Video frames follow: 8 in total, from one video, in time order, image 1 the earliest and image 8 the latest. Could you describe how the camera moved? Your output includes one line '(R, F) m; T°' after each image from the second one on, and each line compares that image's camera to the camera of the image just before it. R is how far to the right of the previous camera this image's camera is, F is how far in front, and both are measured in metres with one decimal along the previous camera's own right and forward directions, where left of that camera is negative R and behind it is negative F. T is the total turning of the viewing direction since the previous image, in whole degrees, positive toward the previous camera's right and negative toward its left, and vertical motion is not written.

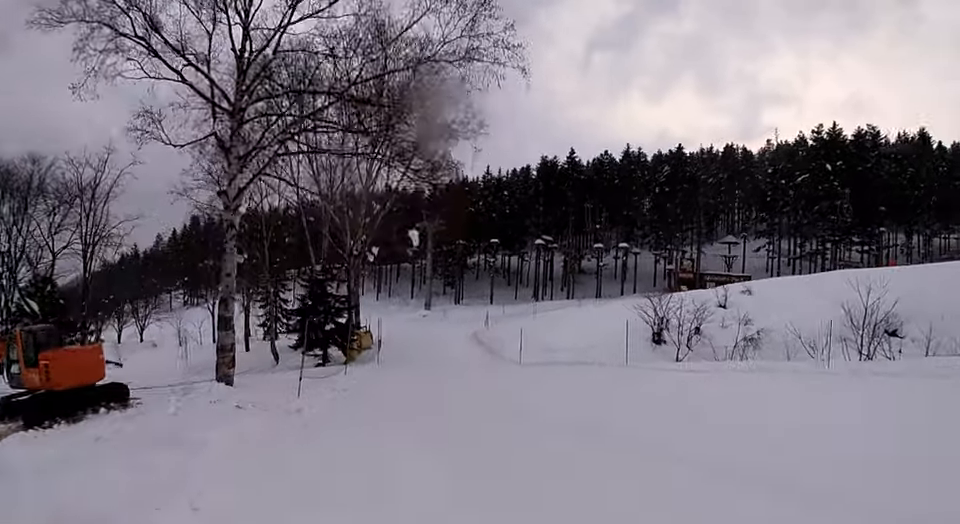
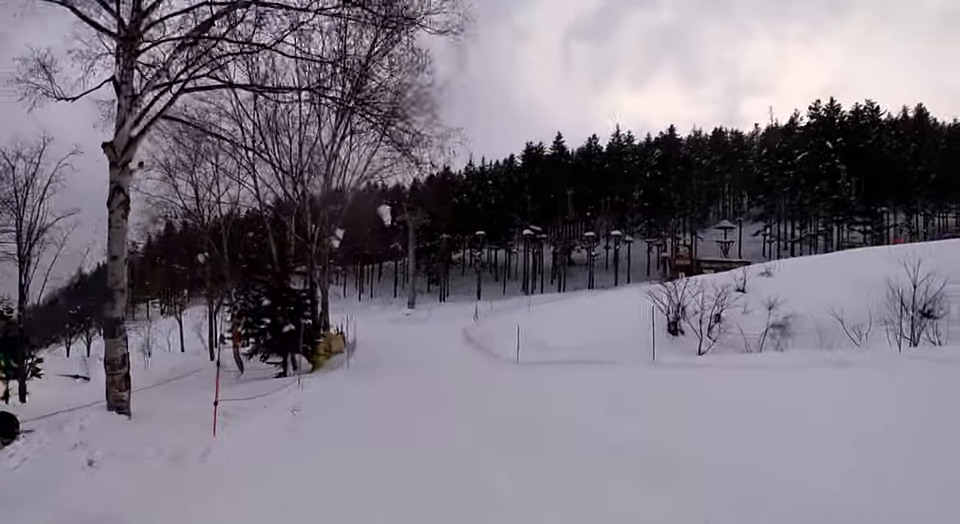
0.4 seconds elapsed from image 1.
(0.0, +3.8) m; 0°
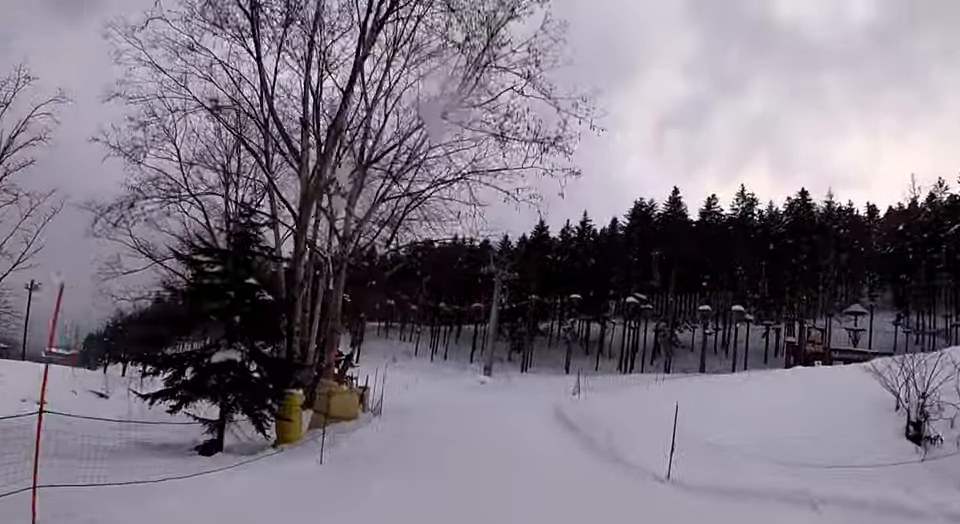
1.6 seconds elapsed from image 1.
(0.0, +10.5) m; -1°
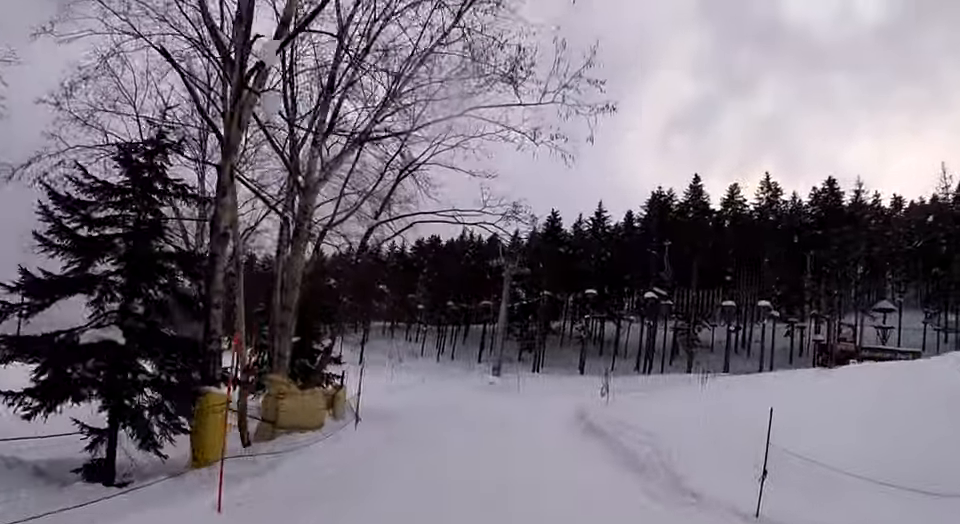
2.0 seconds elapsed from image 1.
(0.0, +3.4) m; -3°
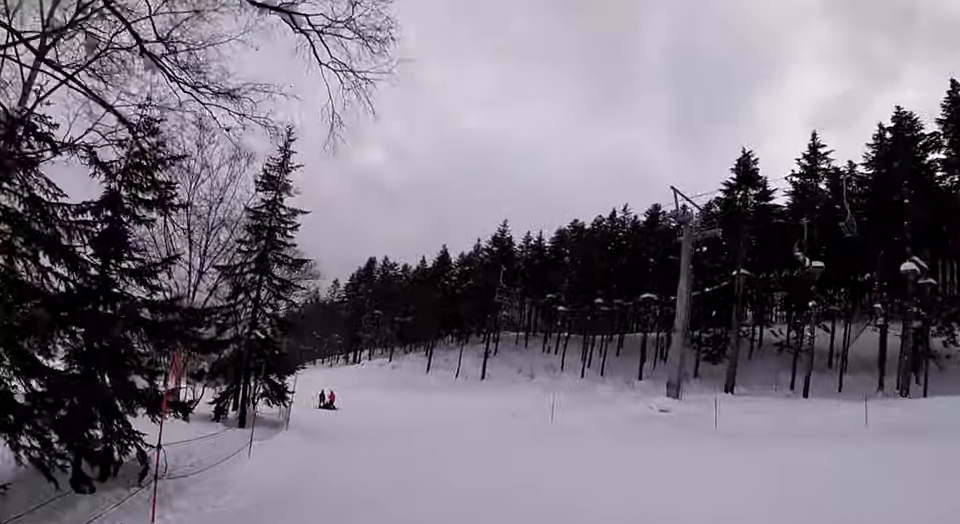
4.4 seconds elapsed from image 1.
(-3.2, +17.6) m; -23°
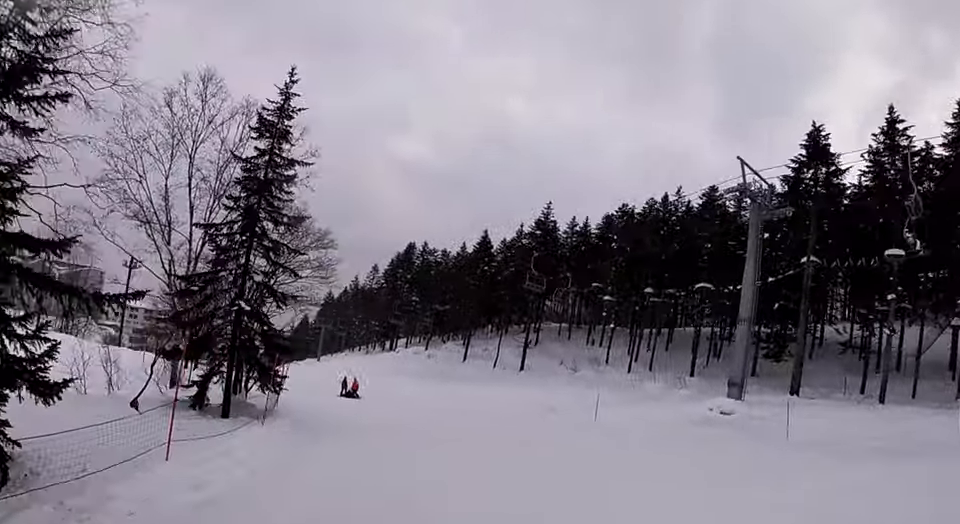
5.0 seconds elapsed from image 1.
(-0.4, +3.9) m; -1°
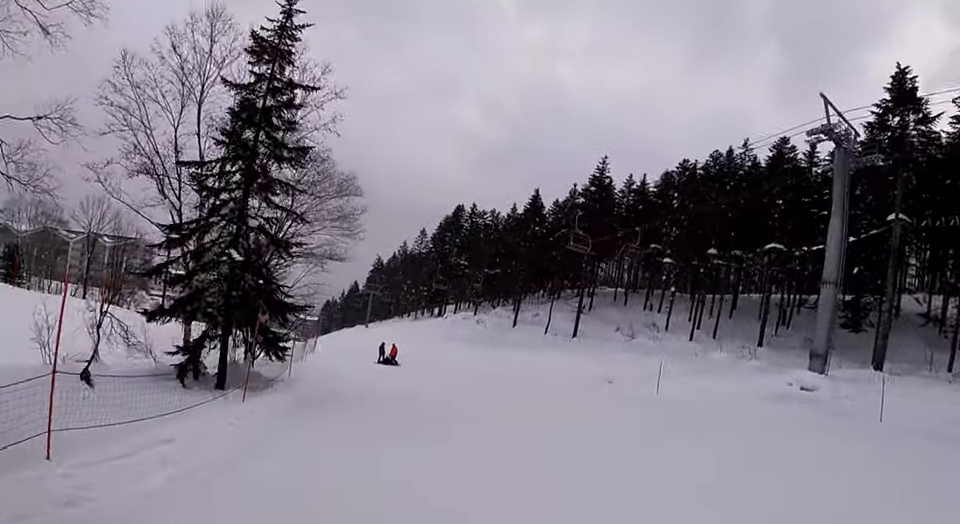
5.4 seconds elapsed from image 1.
(-0.4, +3.1) m; 0°
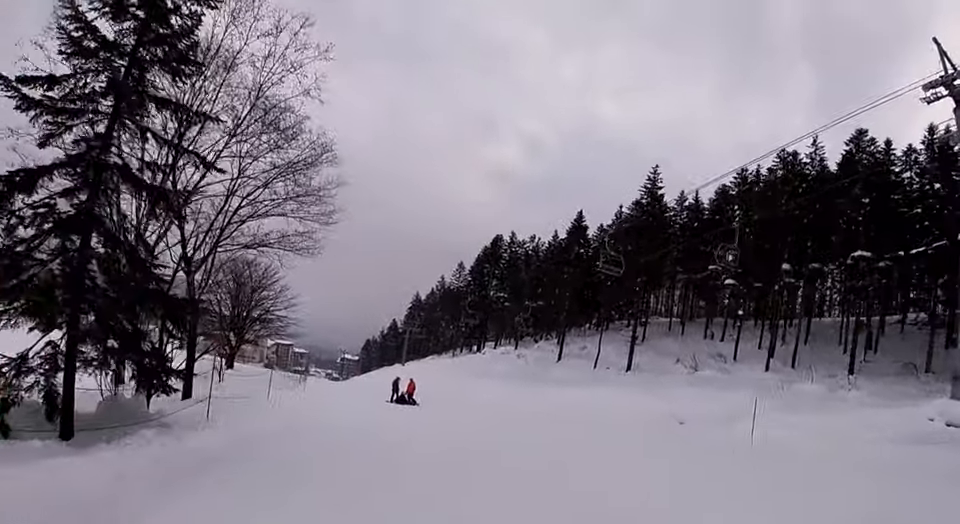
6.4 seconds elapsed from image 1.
(+0.7, +7.1) m; 0°
